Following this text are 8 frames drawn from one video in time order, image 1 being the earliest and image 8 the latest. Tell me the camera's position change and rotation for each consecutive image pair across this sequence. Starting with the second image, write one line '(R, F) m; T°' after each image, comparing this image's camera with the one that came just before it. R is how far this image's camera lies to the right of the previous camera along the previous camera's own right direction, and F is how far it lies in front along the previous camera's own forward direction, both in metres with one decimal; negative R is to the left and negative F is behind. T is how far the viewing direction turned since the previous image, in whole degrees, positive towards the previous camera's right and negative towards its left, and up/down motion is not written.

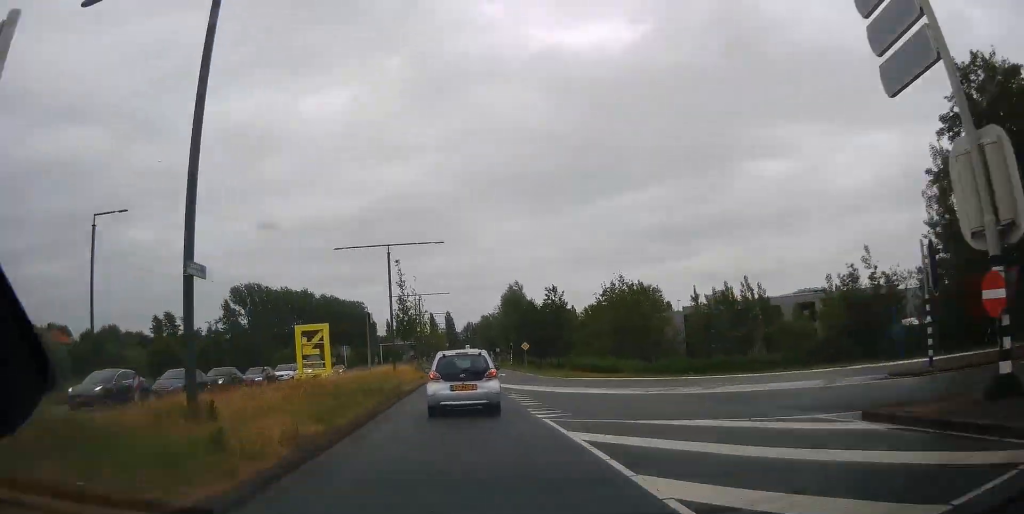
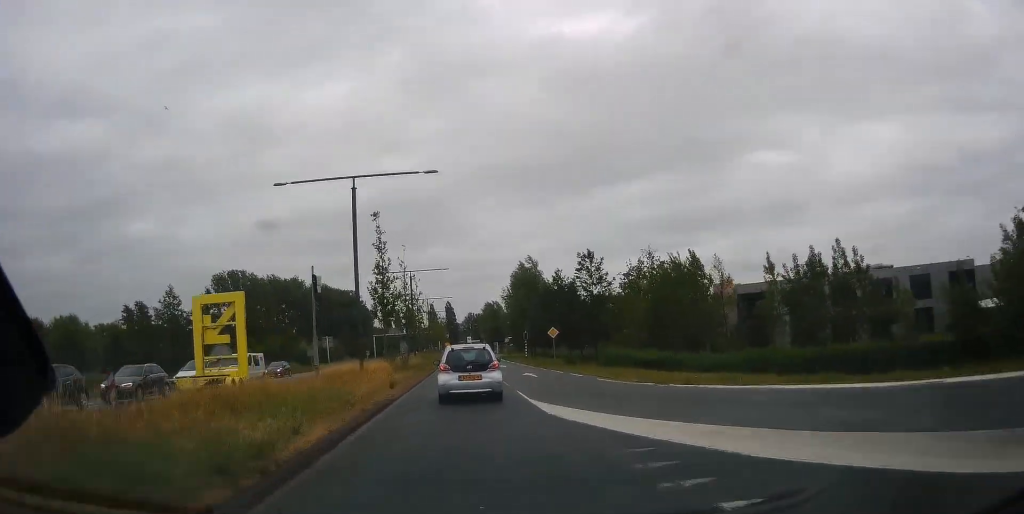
(0.0, +18.4) m; -1°
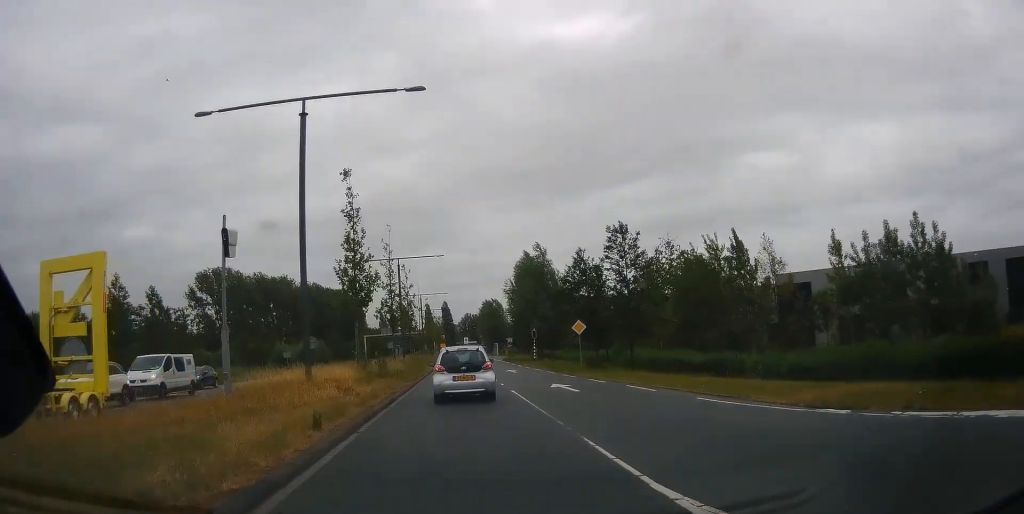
(-0.2, +11.7) m; 0°
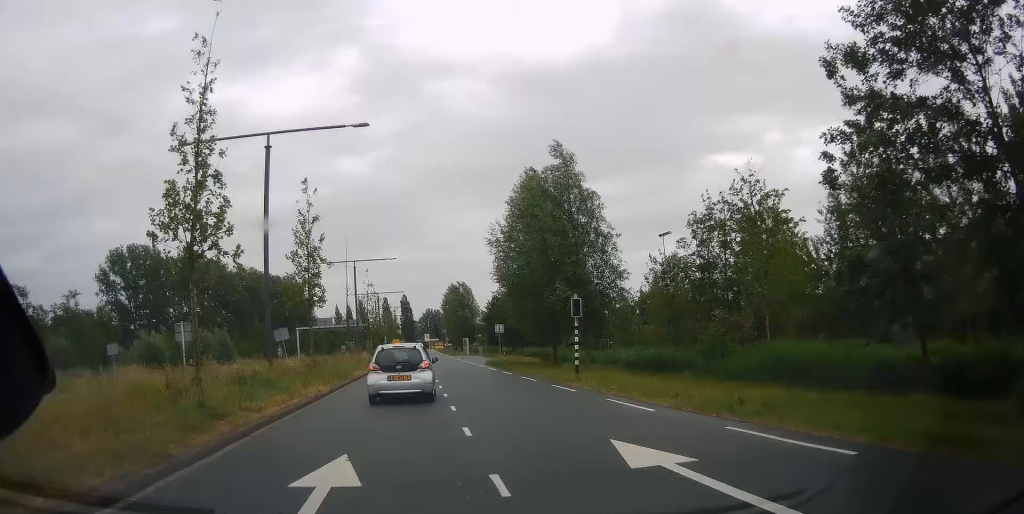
(+0.3, +34.3) m; +1°
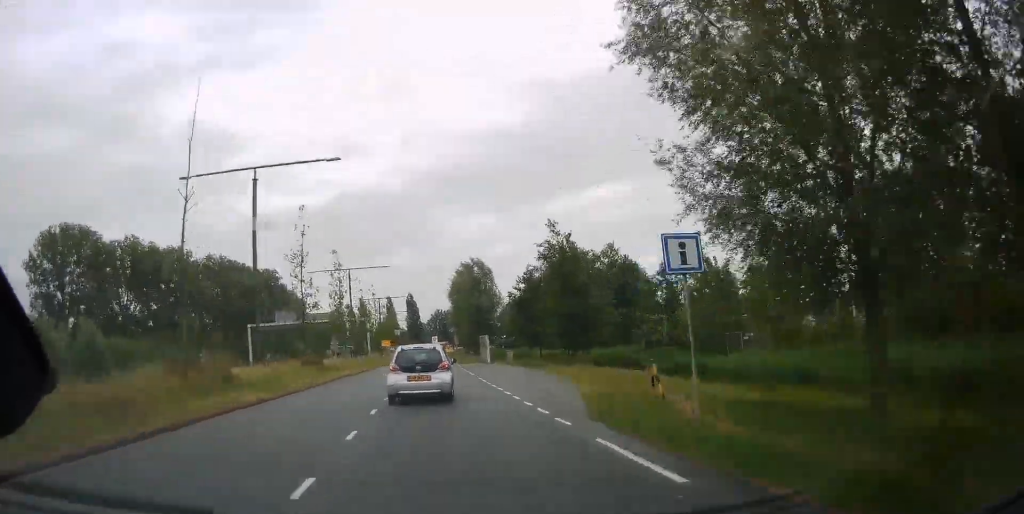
(-0.1, +36.4) m; 0°
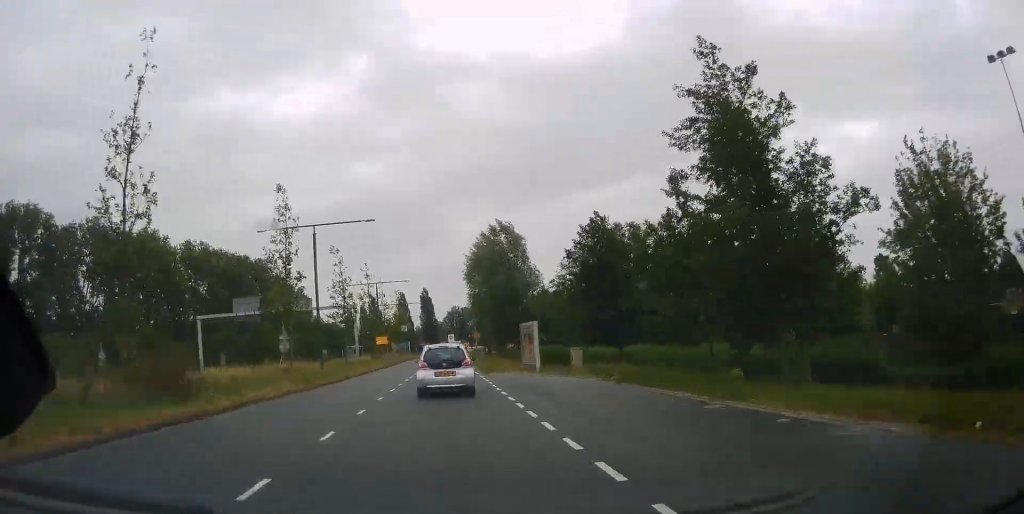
(+0.2, +25.5) m; +1°
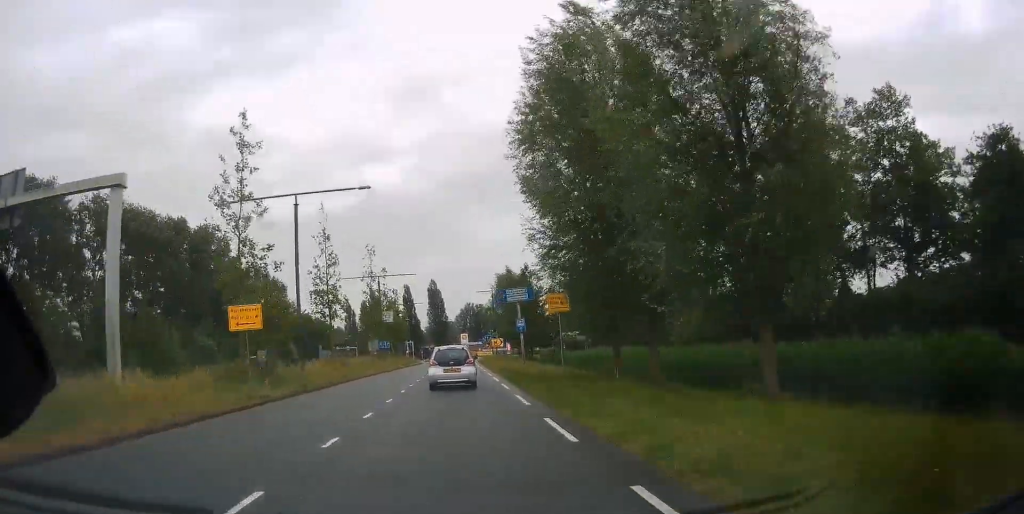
(-0.6, +50.1) m; -3°
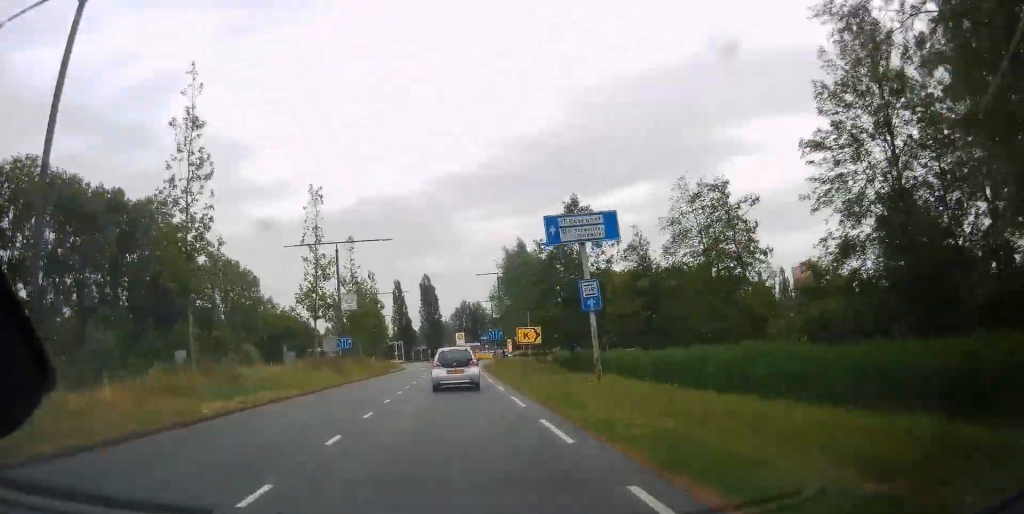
(-0.4, +23.6) m; +1°
